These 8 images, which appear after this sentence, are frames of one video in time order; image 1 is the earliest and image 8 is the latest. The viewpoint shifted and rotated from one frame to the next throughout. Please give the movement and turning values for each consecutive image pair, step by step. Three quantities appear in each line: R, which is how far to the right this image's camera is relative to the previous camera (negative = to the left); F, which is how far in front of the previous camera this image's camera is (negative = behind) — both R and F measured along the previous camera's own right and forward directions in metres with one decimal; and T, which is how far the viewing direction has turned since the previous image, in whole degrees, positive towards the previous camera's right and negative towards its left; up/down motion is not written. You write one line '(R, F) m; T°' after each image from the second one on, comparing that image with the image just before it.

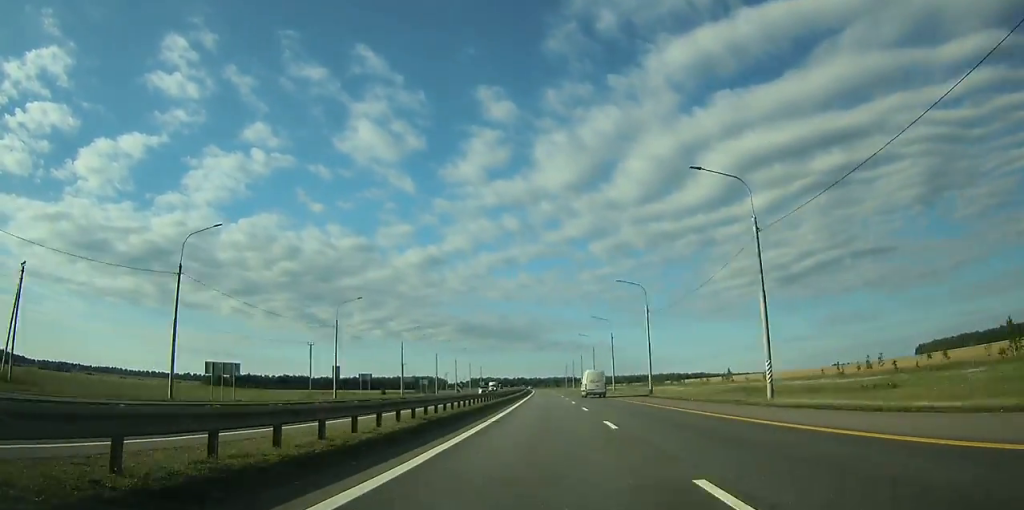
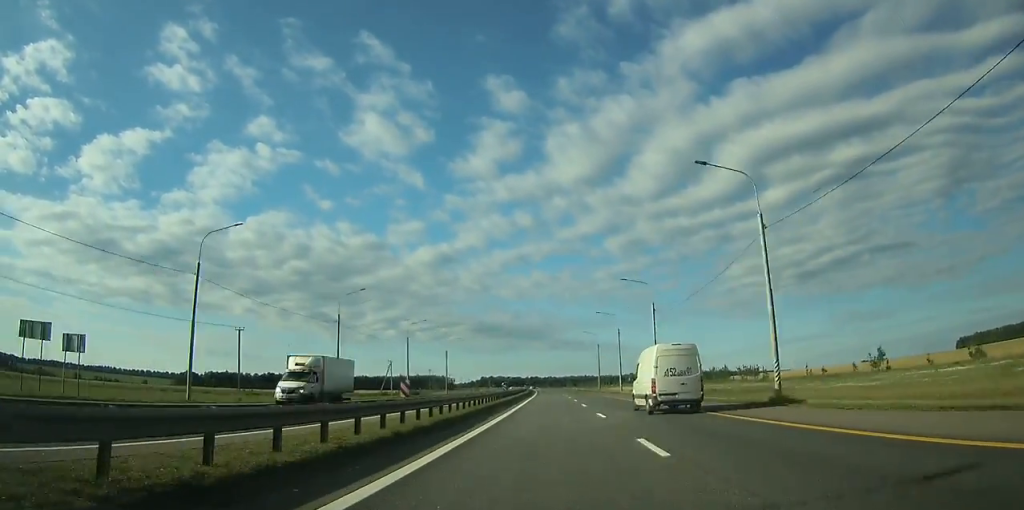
(-1.4, +92.3) m; -1°
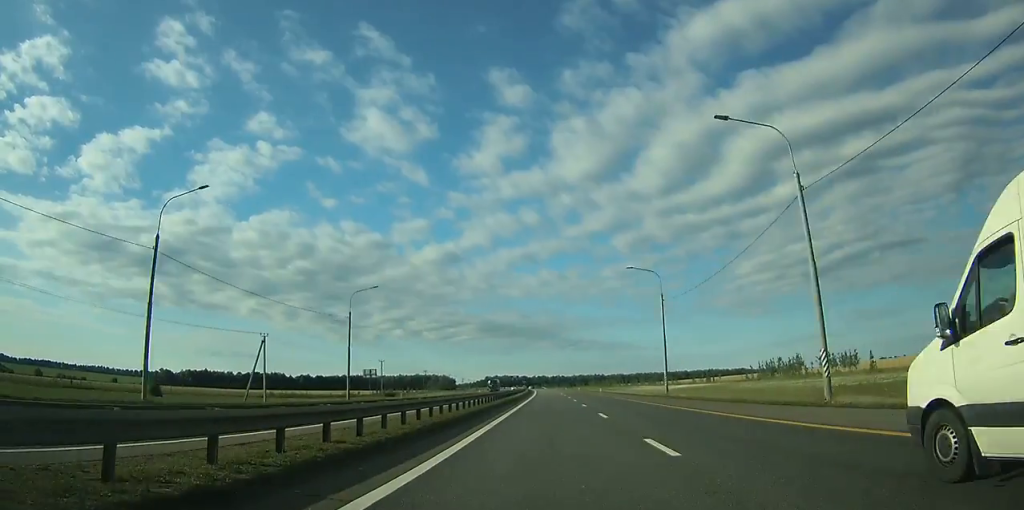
(-0.5, +58.7) m; -1°
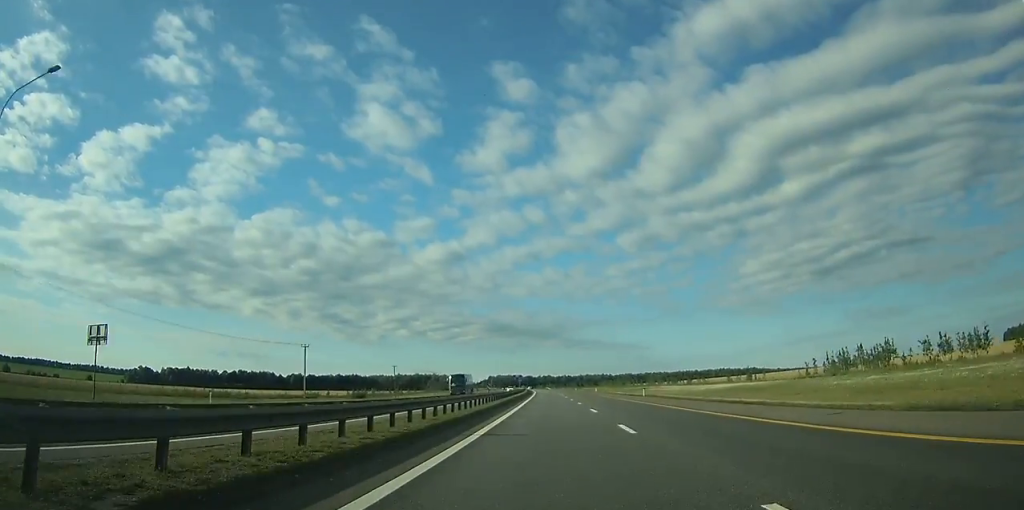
(-0.1, +40.8) m; -1°
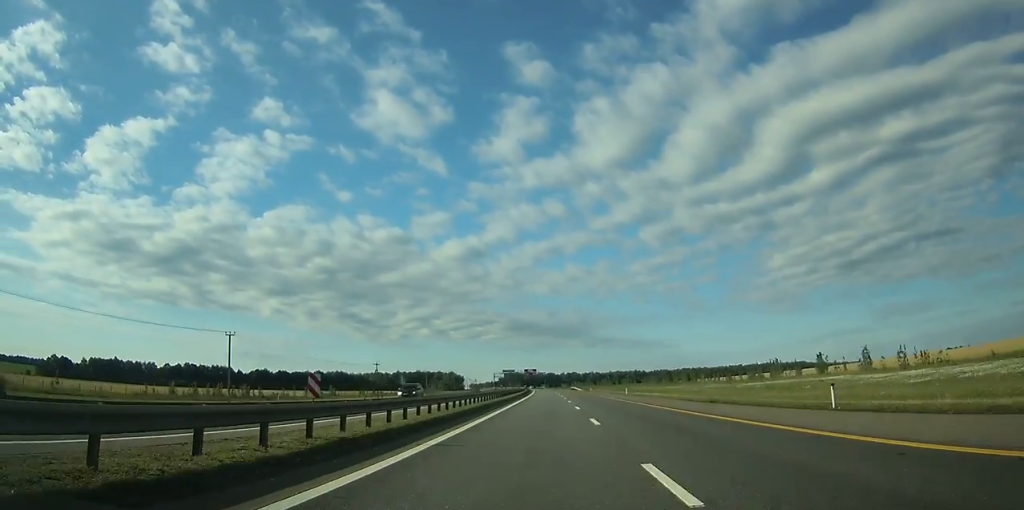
(-2.3, +132.8) m; -2°
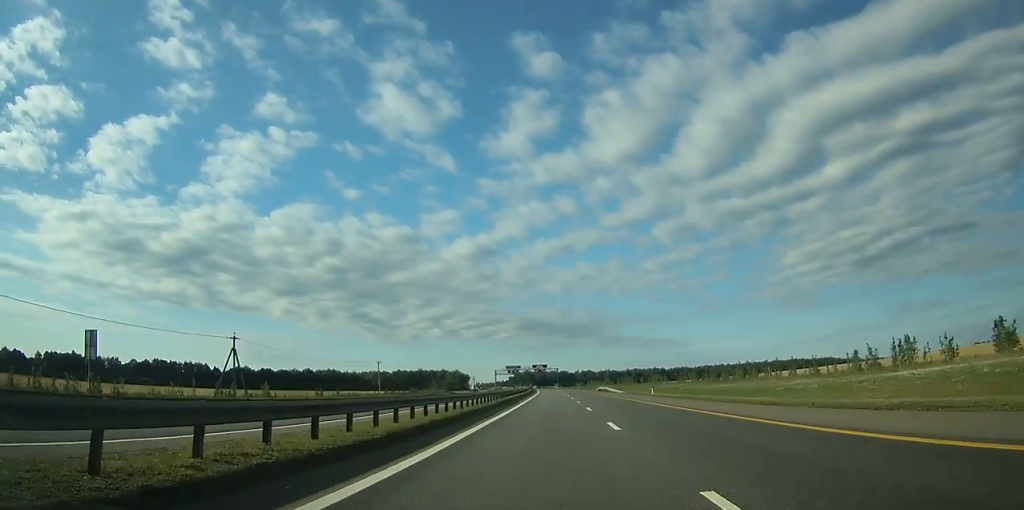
(-0.9, +59.4) m; -1°
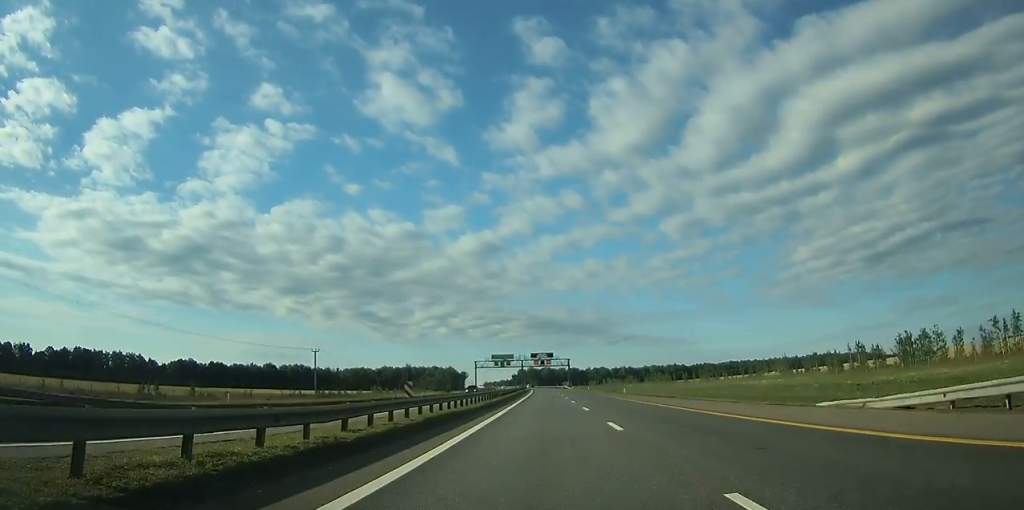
(-1.0, +93.1) m; -1°
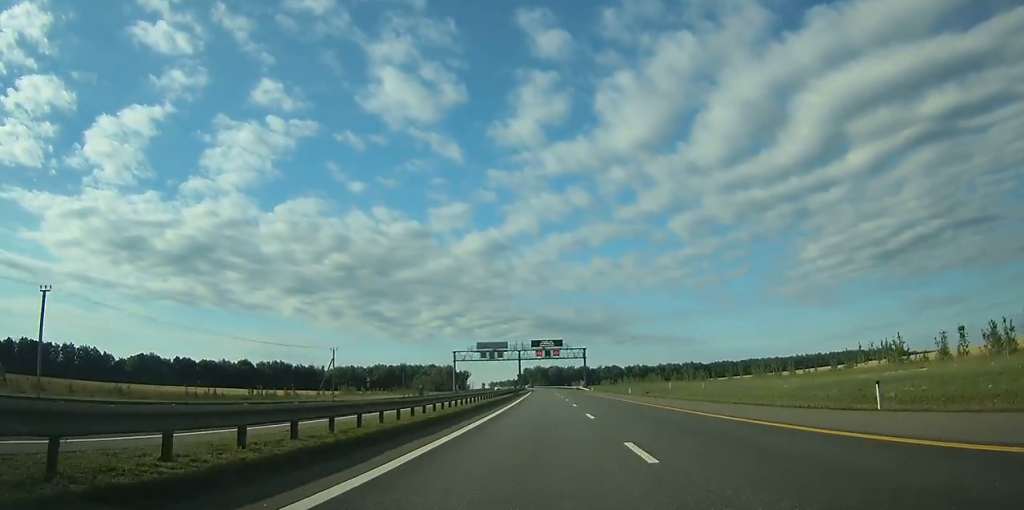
(-0.1, +56.7) m; -1°
